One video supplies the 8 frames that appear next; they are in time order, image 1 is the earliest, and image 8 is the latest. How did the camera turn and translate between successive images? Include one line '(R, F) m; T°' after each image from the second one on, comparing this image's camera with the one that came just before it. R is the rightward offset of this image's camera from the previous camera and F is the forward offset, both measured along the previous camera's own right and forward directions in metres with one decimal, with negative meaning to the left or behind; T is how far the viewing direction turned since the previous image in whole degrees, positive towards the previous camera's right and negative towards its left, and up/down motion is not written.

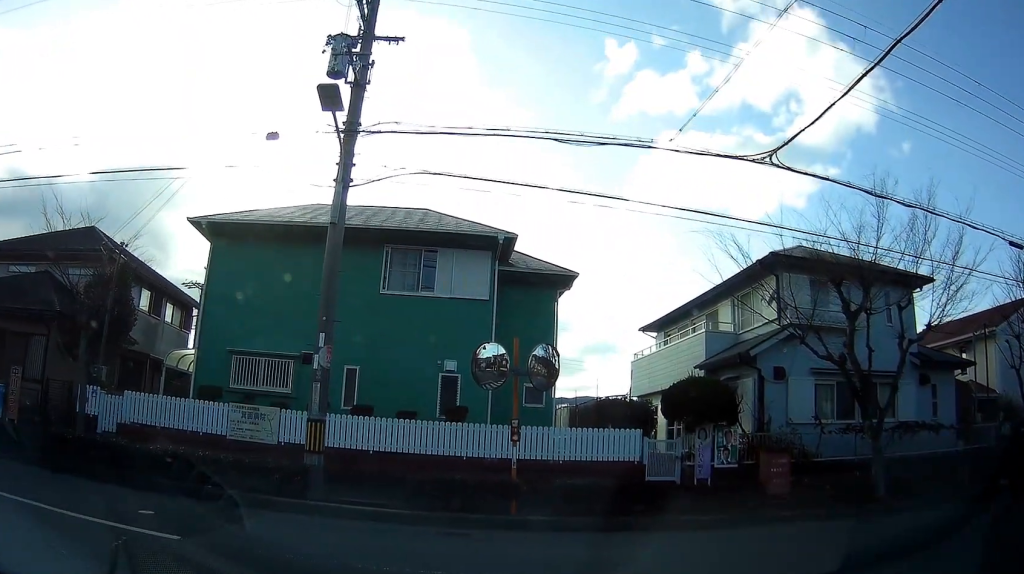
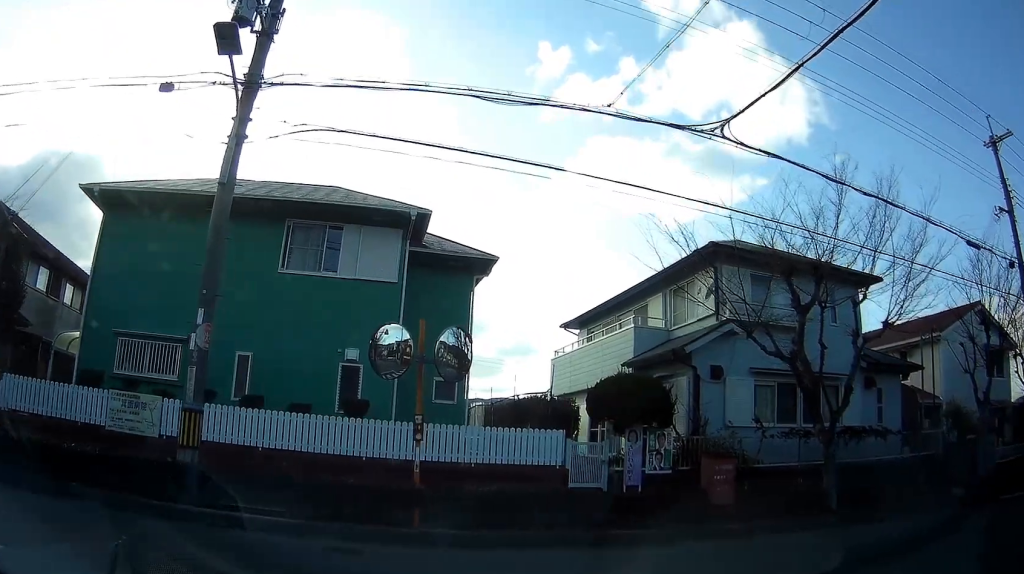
(0.0, +1.4) m; +10°
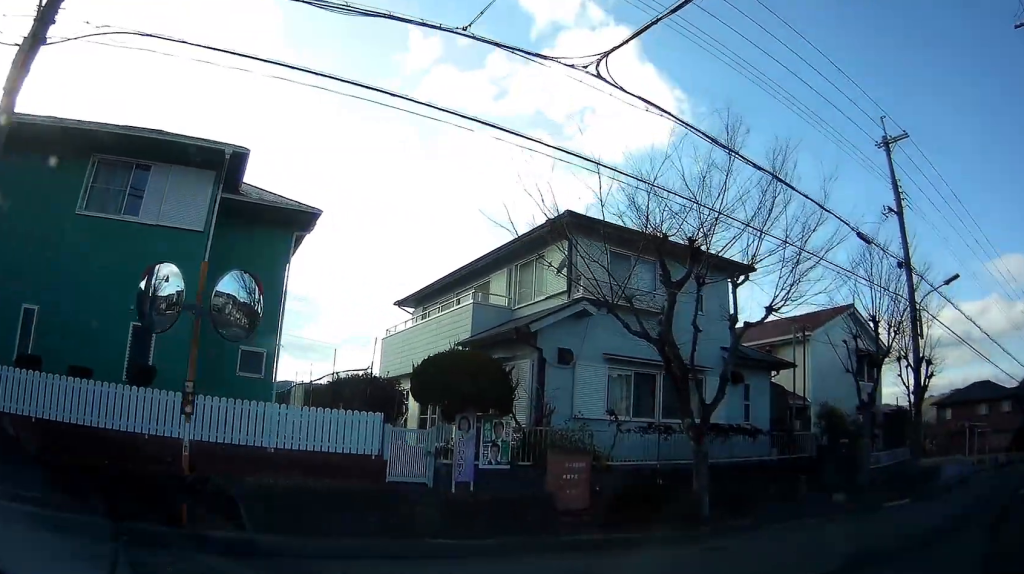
(+0.2, +1.7) m; +13°
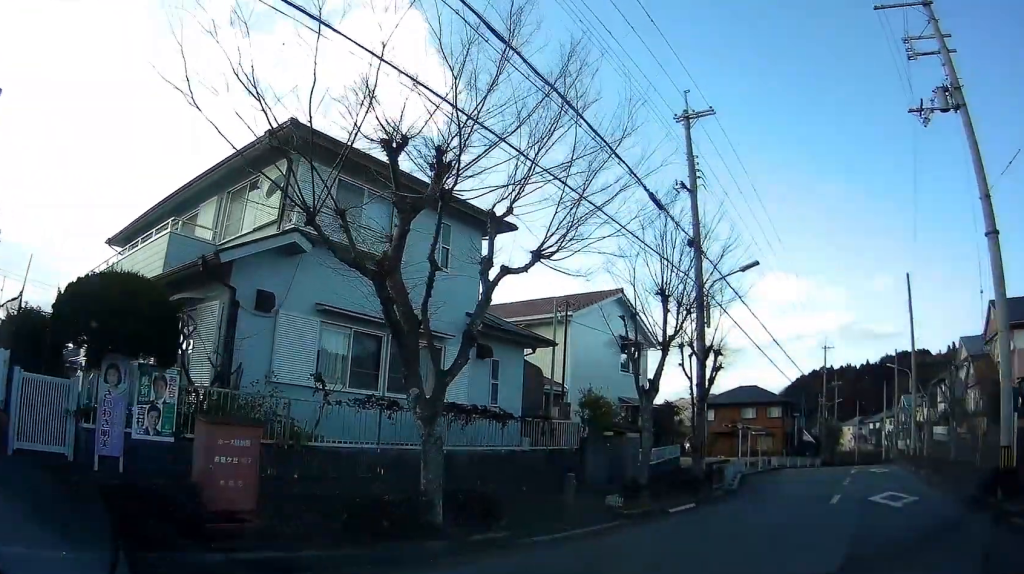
(+0.3, +2.4) m; +17°
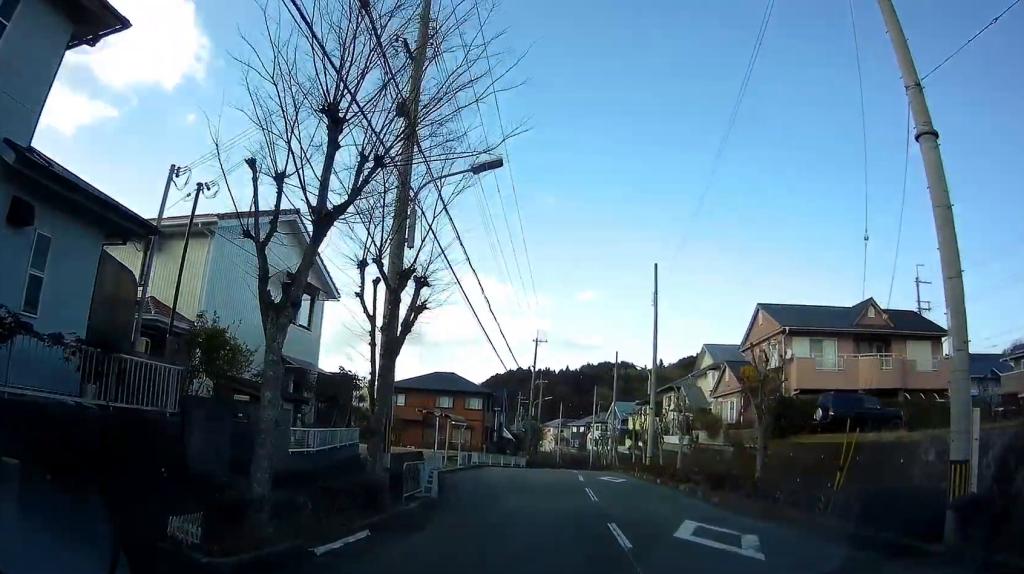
(+2.1, +5.8) m; +34°
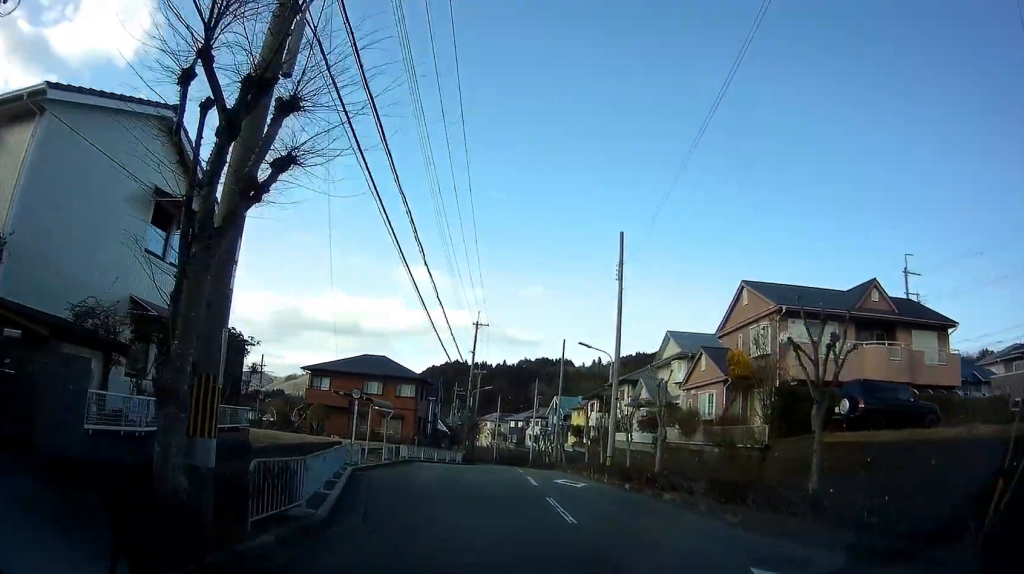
(+0.5, +5.2) m; +1°
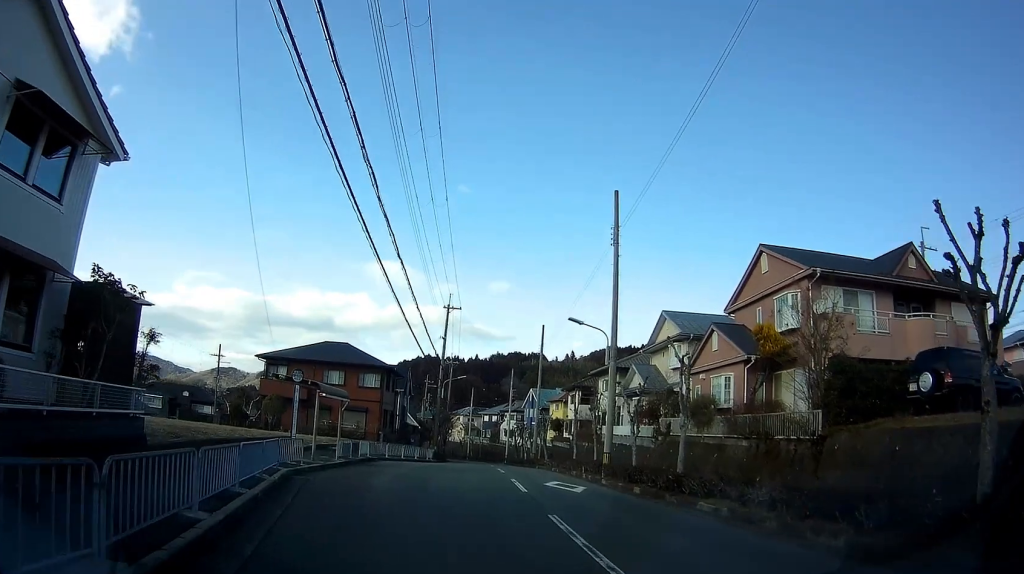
(-0.3, +4.7) m; +1°
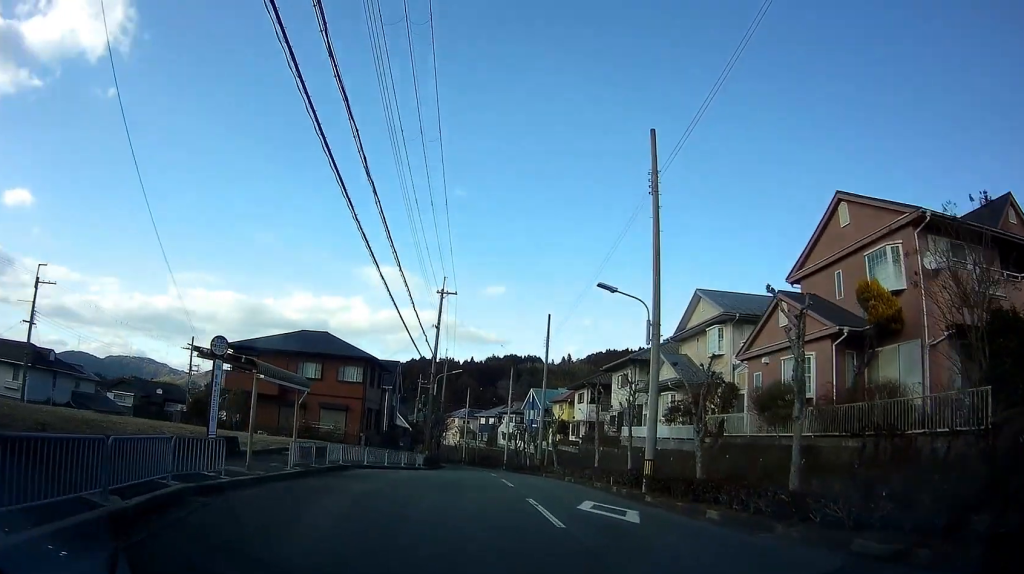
(+0.3, +5.9) m; +5°
